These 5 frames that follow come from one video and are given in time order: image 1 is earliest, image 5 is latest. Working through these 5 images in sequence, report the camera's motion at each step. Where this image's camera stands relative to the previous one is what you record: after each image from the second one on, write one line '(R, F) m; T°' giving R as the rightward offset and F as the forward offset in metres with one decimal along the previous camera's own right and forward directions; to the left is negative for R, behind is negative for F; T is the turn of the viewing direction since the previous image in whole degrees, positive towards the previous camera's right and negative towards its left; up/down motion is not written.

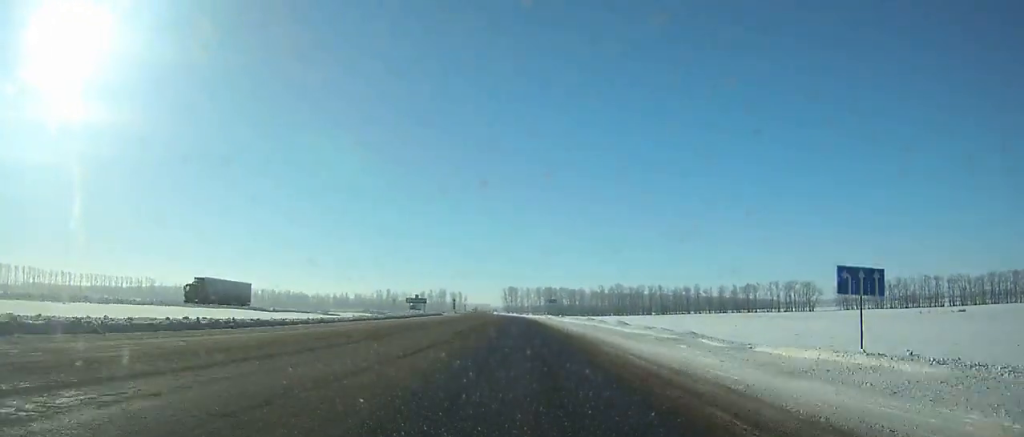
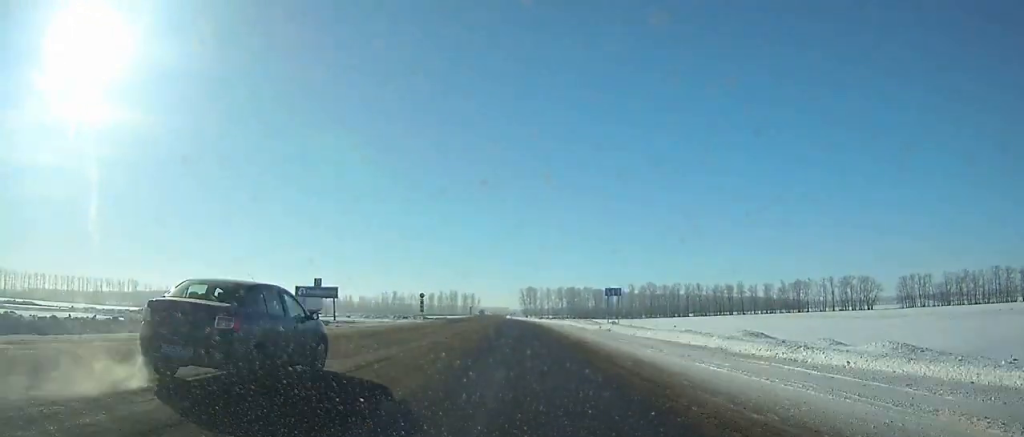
(-1.0, +64.7) m; -2°
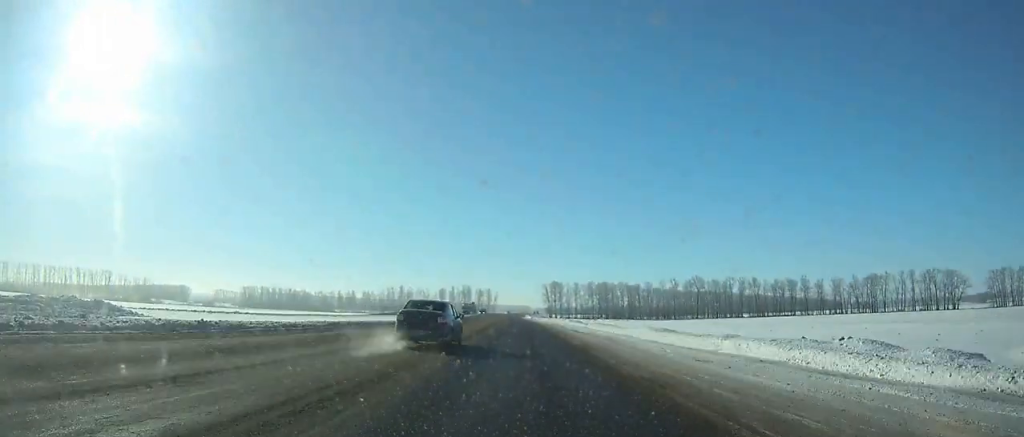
(-1.1, +72.5) m; -2°
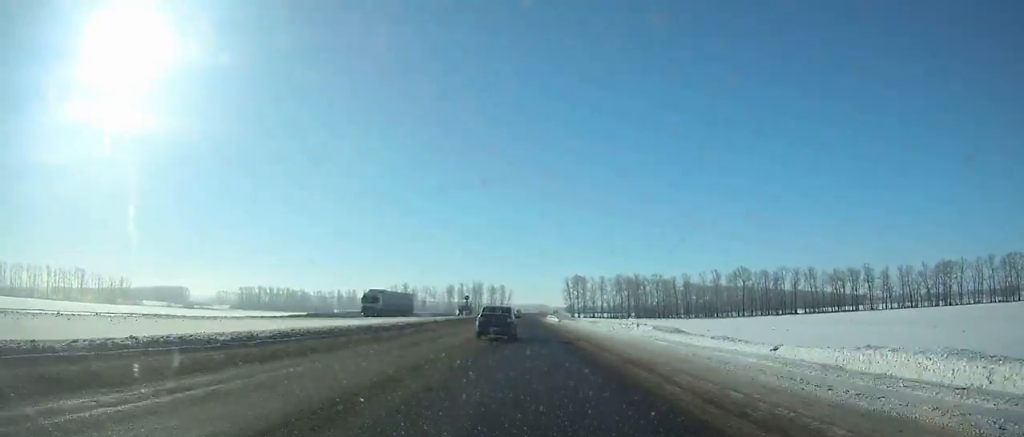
(-1.1, +52.8) m; -1°
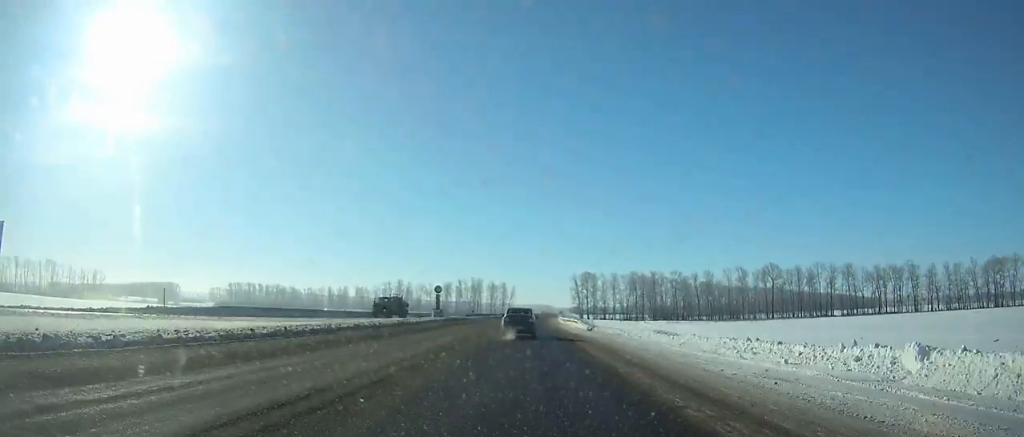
(-0.2, +36.0) m; 0°
